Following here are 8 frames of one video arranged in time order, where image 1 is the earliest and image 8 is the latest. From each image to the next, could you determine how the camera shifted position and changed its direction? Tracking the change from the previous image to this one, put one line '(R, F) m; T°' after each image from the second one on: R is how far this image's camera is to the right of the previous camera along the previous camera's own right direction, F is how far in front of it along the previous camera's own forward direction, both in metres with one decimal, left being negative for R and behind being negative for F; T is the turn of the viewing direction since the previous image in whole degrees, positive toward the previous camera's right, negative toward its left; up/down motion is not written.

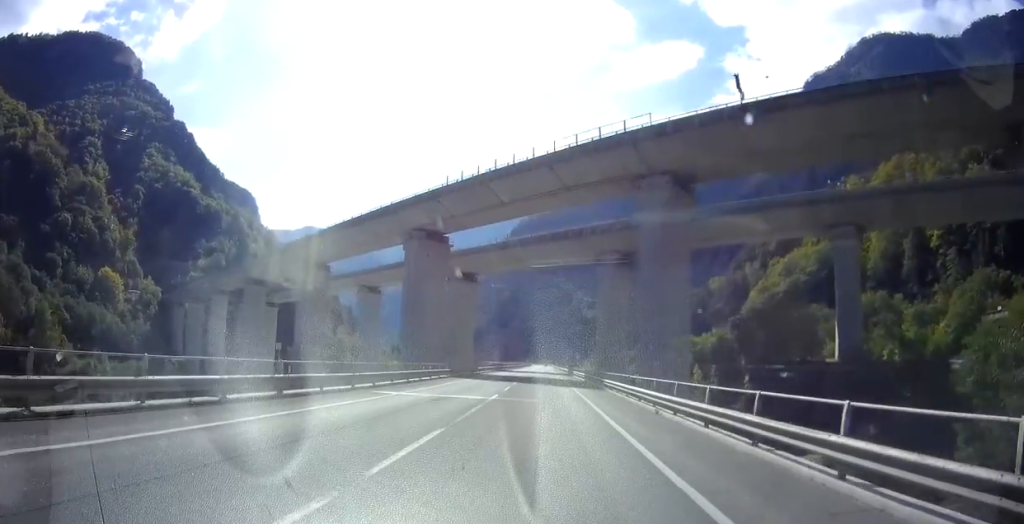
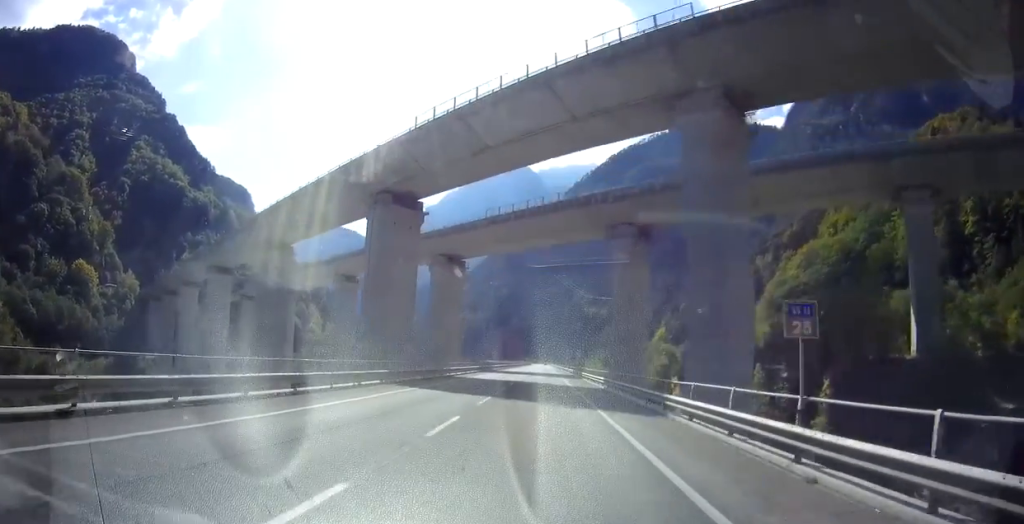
(+0.1, +17.7) m; 0°
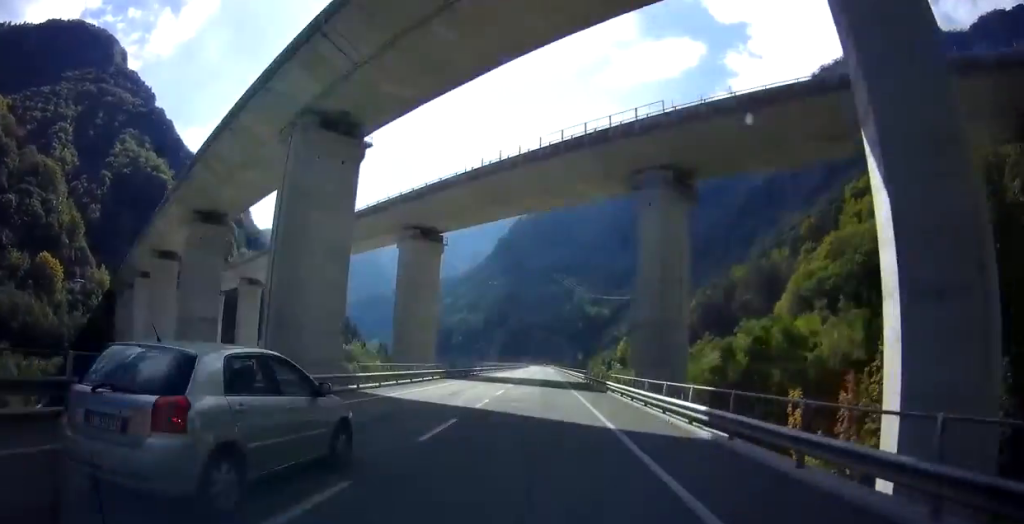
(0.0, +22.2) m; 0°
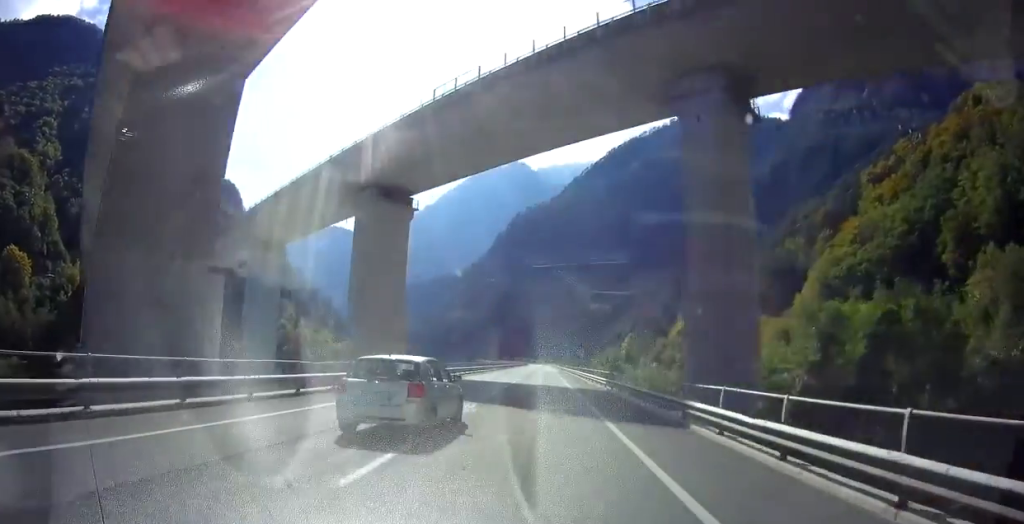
(-0.1, +18.4) m; 0°
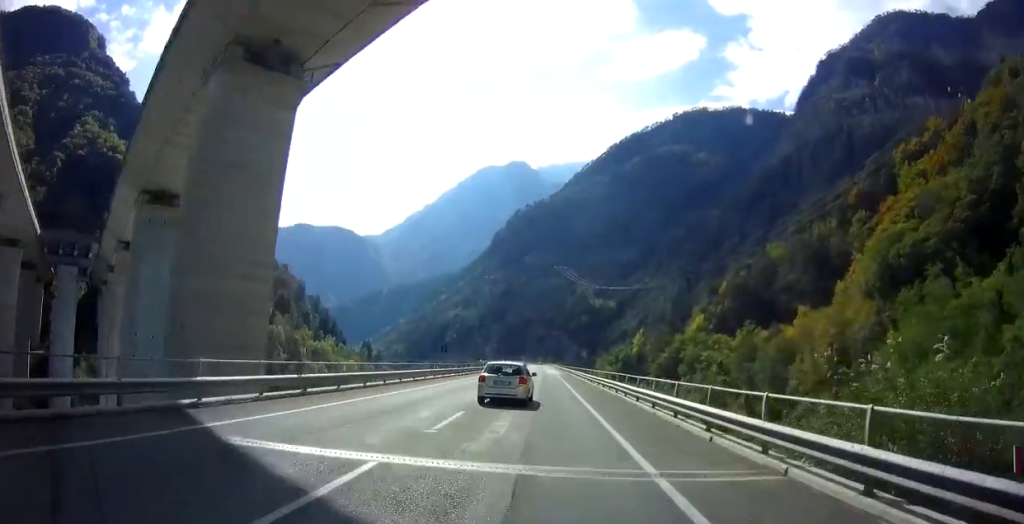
(0.0, +31.6) m; 0°
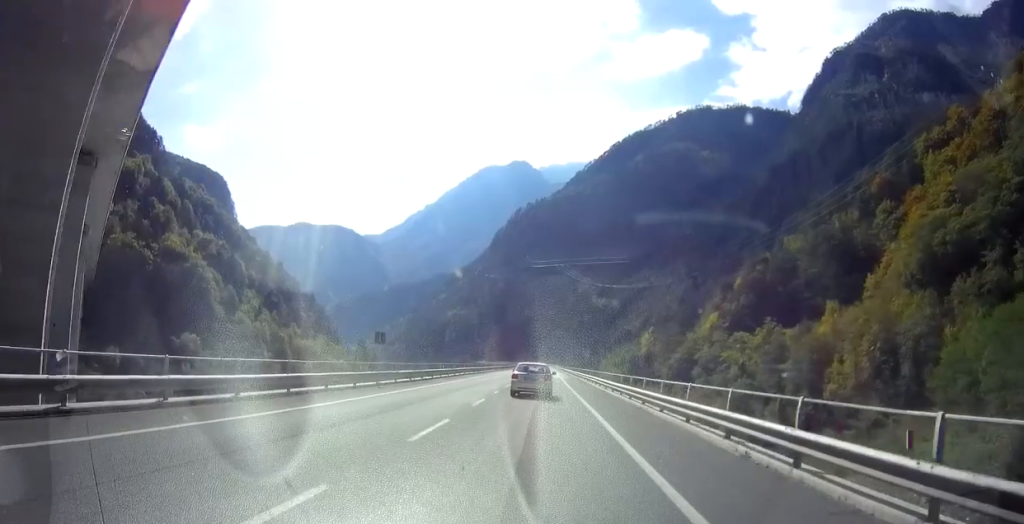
(+0.1, +17.1) m; 0°
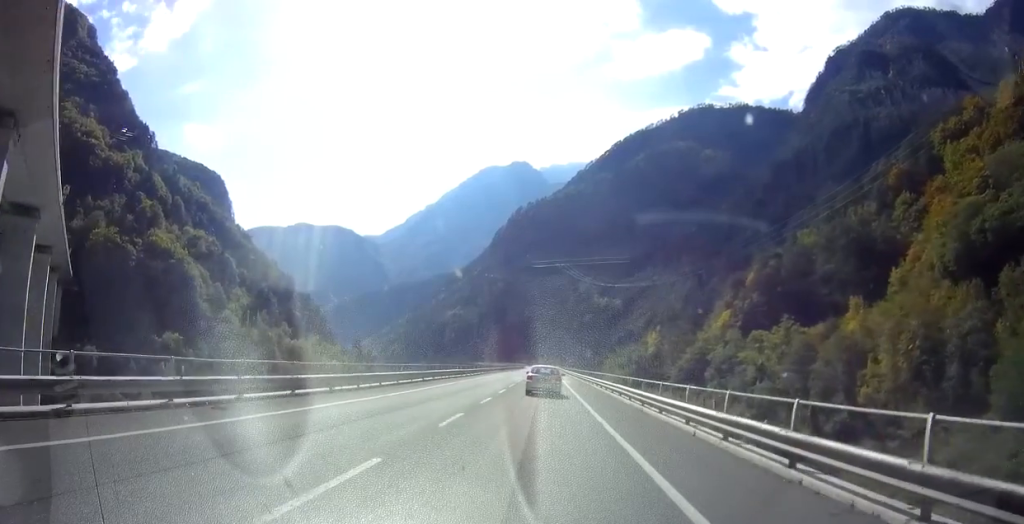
(+0.1, +12.4) m; 0°
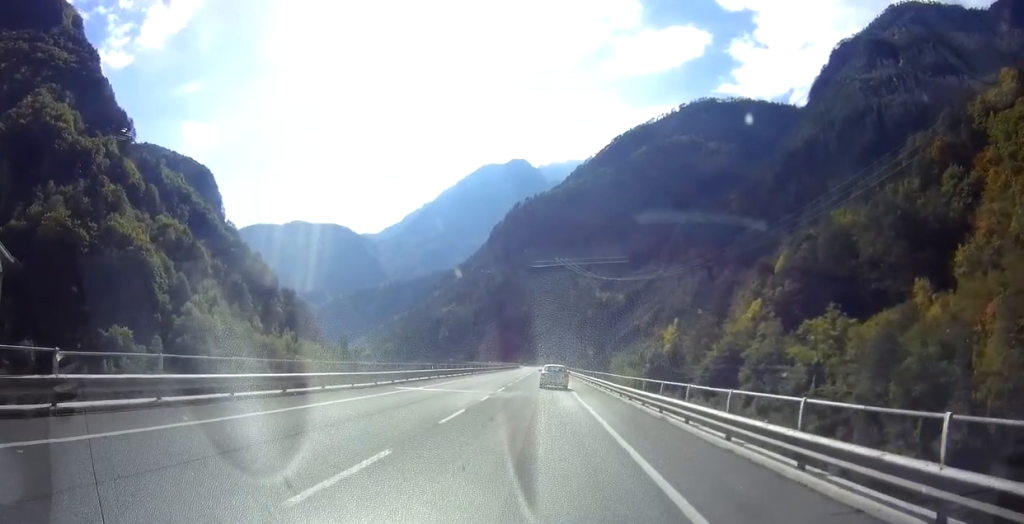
(0.0, +29.7) m; 0°
